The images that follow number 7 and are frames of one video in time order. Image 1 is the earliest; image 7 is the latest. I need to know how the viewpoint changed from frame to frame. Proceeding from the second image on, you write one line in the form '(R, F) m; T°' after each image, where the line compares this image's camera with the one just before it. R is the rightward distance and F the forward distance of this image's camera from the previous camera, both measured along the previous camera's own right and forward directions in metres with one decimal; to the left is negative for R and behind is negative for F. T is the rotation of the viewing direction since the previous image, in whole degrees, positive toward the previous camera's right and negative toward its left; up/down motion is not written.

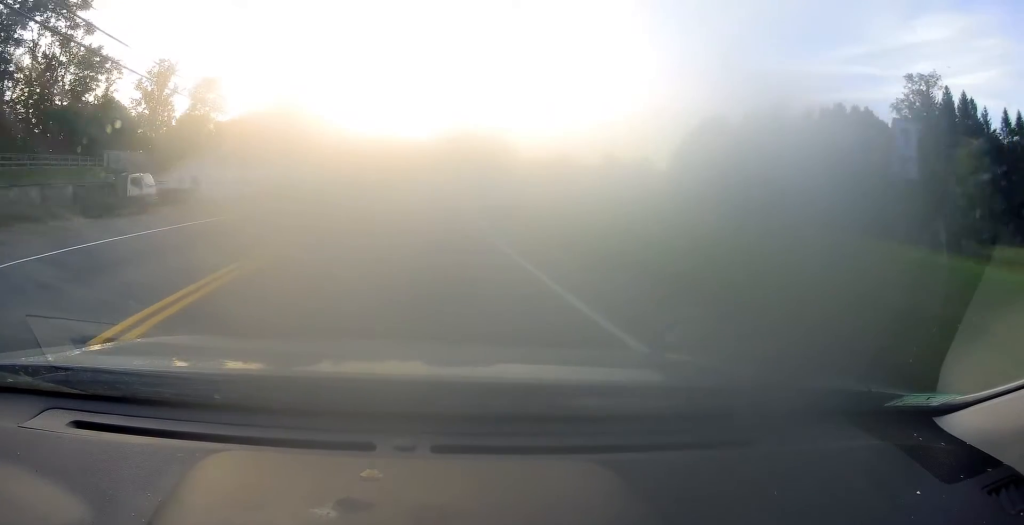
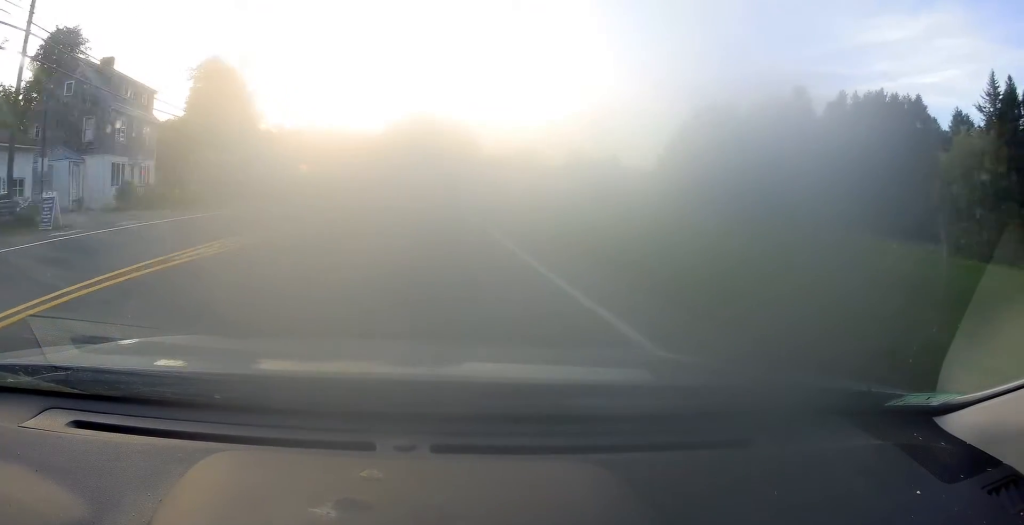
(+1.3, +28.1) m; +5°
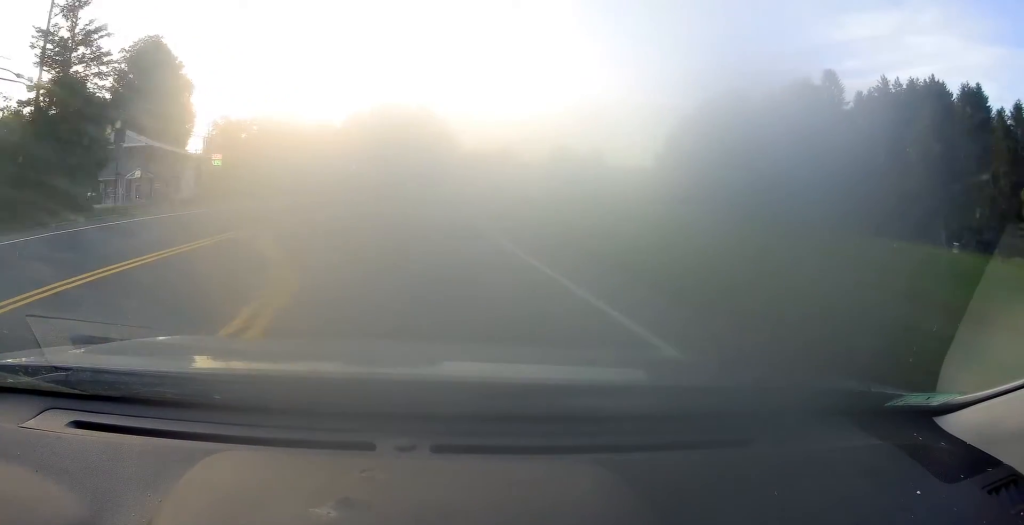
(+0.8, +20.5) m; +4°
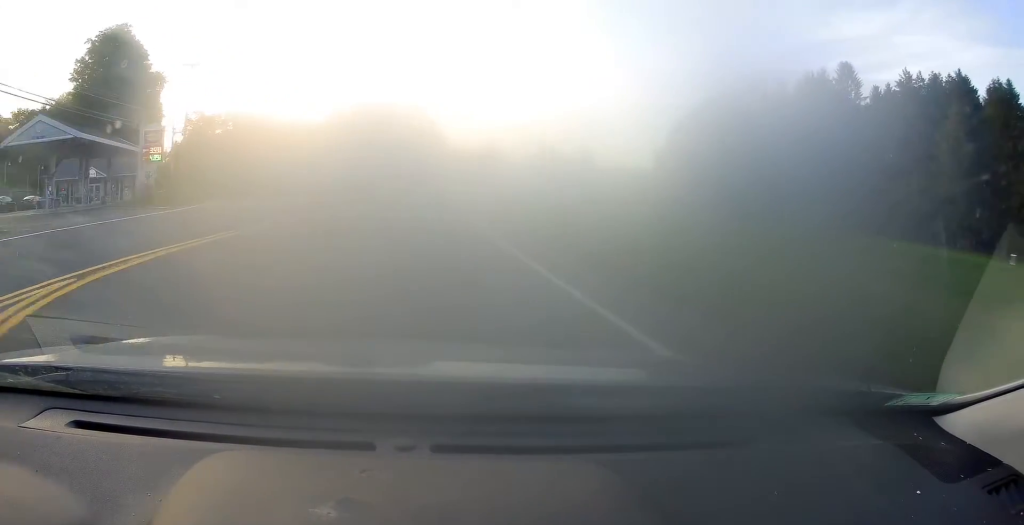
(0.0, +9.2) m; +2°
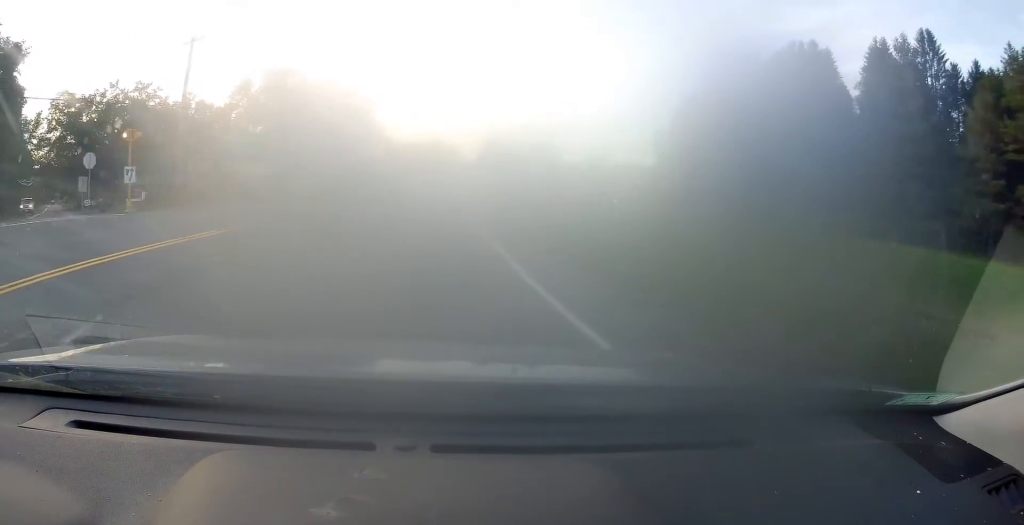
(+2.3, +34.6) m; +7°
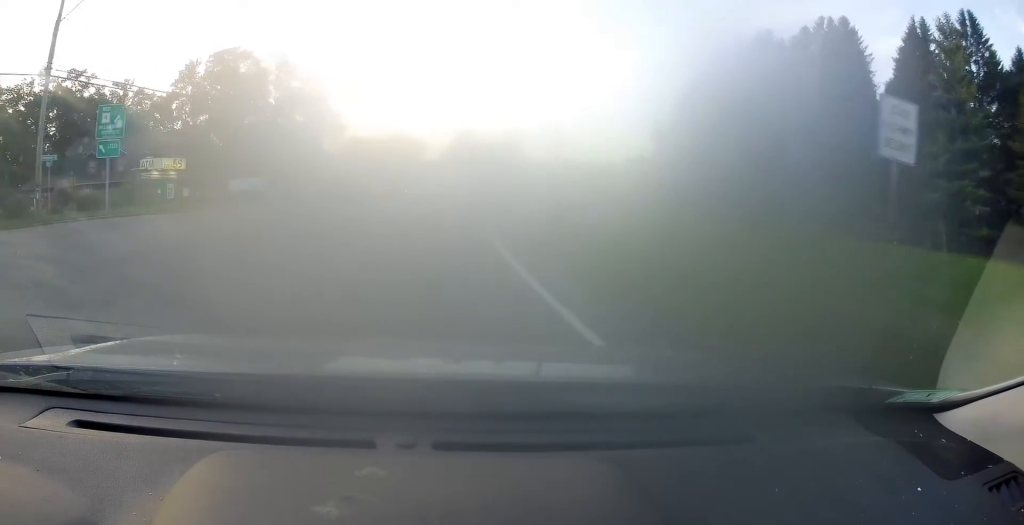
(0.0, +14.0) m; +3°
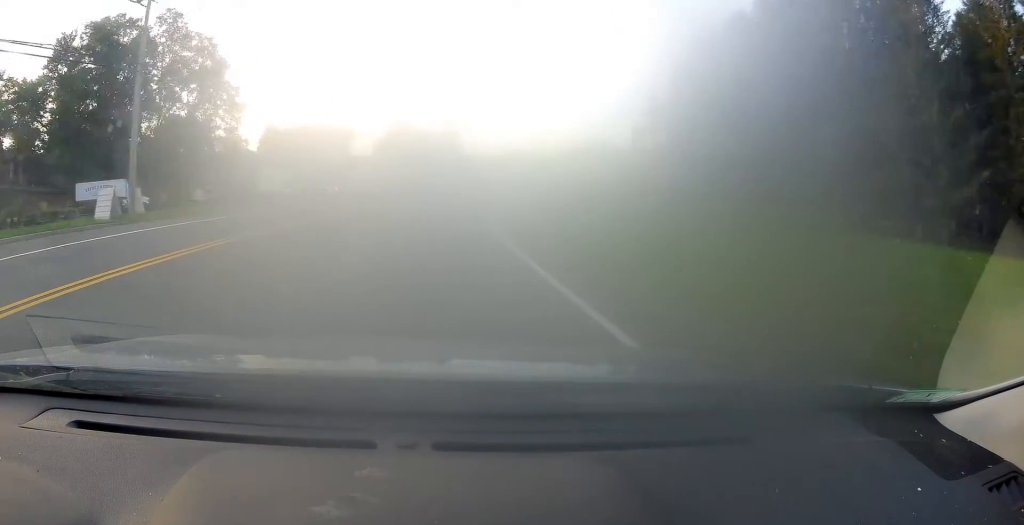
(+1.5, +23.6) m; +6°
